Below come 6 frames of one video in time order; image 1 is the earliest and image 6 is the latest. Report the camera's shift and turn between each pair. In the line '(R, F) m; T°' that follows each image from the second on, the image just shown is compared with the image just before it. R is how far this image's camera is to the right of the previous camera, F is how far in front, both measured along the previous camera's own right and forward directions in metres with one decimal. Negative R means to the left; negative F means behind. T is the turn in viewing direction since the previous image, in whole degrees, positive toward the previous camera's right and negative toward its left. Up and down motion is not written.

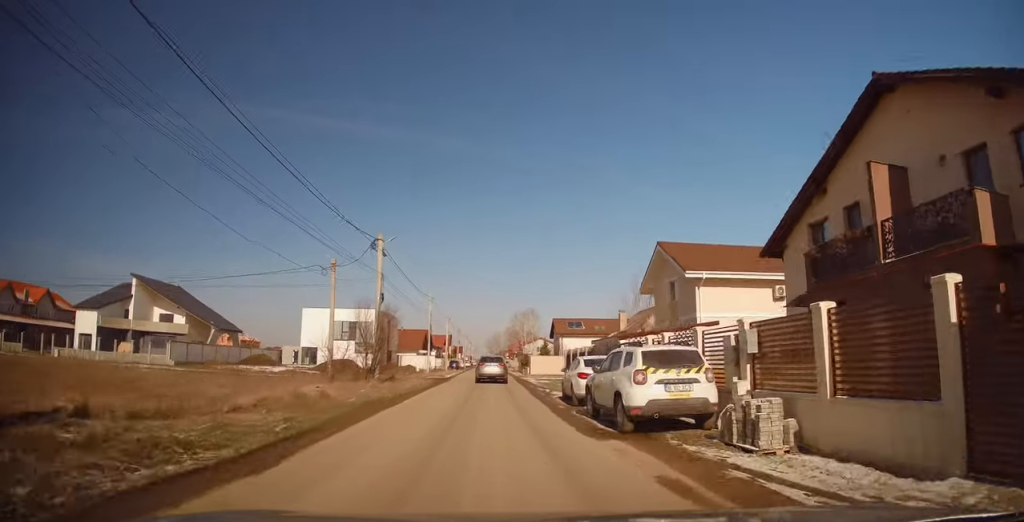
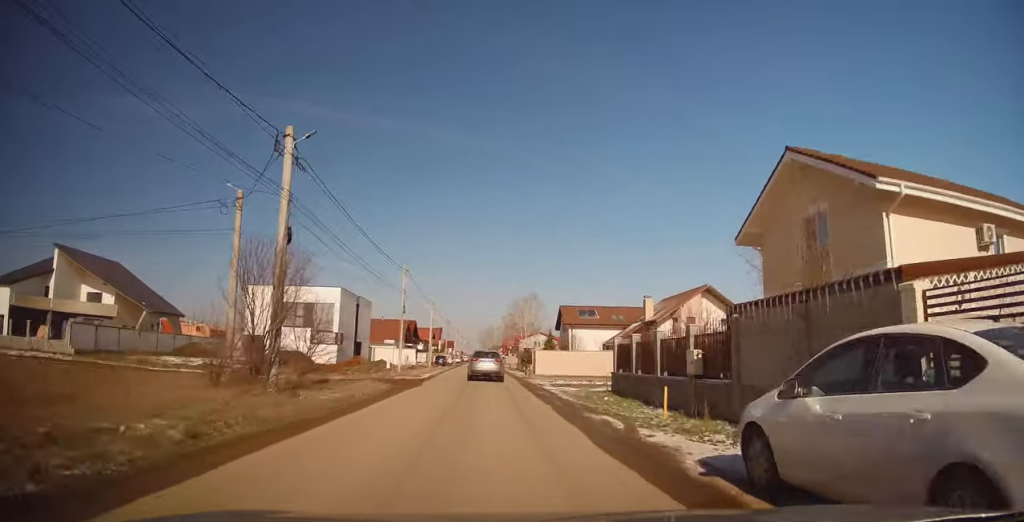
(+0.1, +14.1) m; 0°
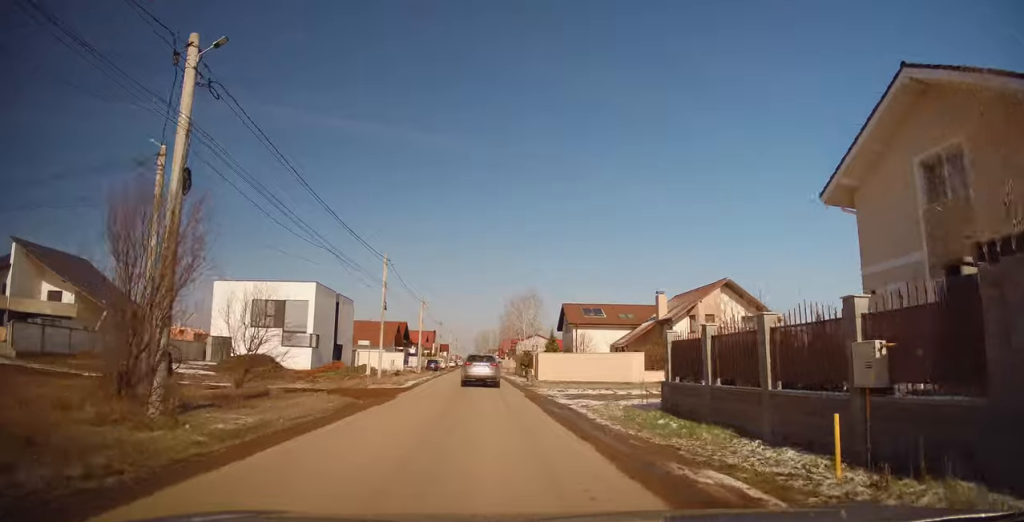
(+0.1, +6.2) m; 0°
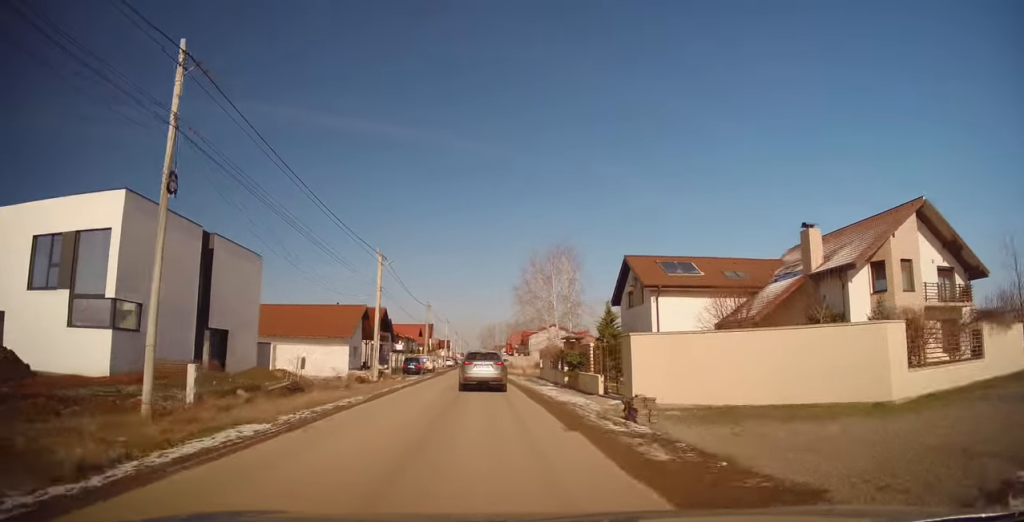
(+0.2, +25.4) m; 0°
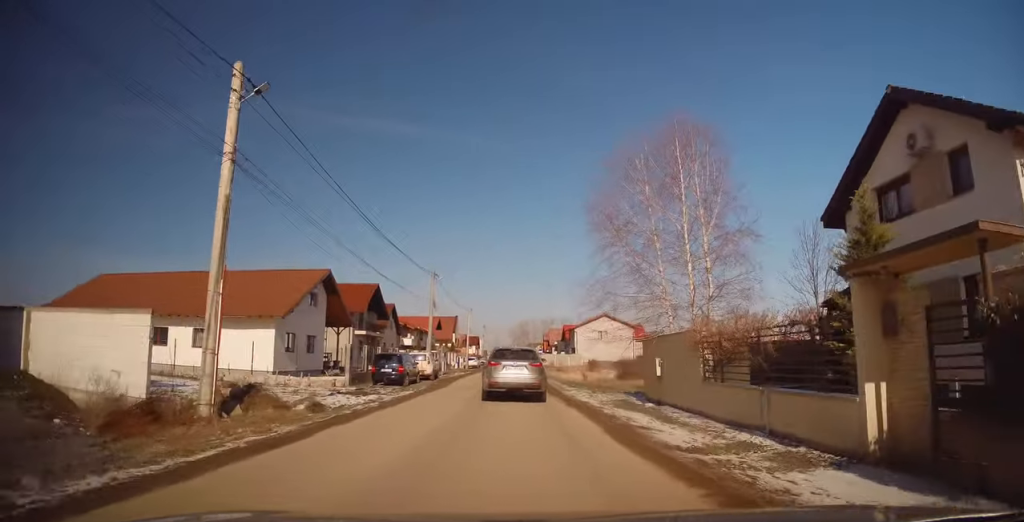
(0.0, +21.1) m; -2°
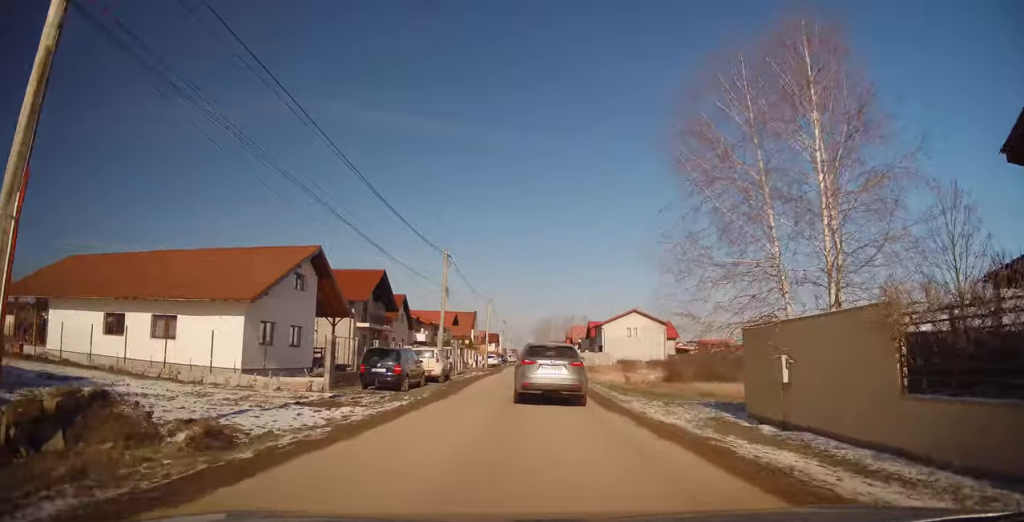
(-0.3, +6.1) m; -2°
